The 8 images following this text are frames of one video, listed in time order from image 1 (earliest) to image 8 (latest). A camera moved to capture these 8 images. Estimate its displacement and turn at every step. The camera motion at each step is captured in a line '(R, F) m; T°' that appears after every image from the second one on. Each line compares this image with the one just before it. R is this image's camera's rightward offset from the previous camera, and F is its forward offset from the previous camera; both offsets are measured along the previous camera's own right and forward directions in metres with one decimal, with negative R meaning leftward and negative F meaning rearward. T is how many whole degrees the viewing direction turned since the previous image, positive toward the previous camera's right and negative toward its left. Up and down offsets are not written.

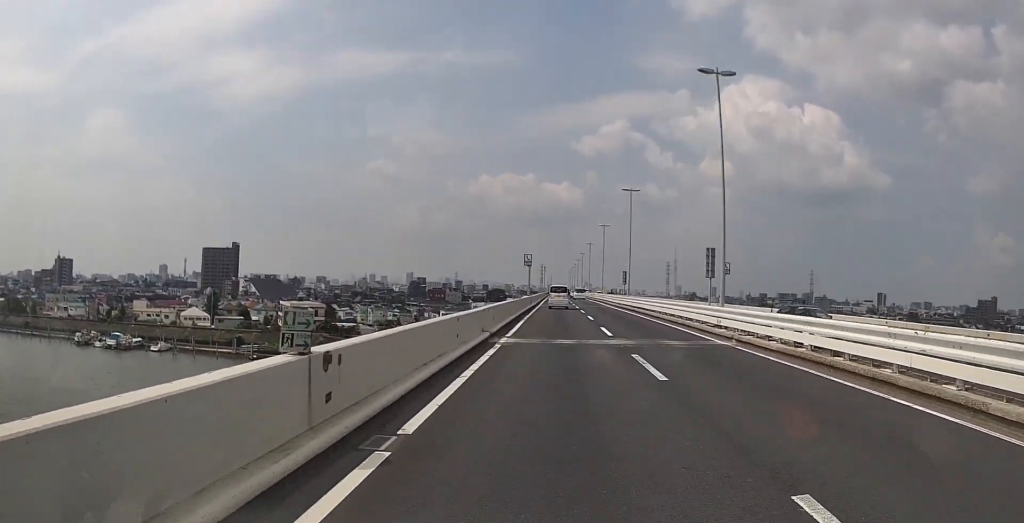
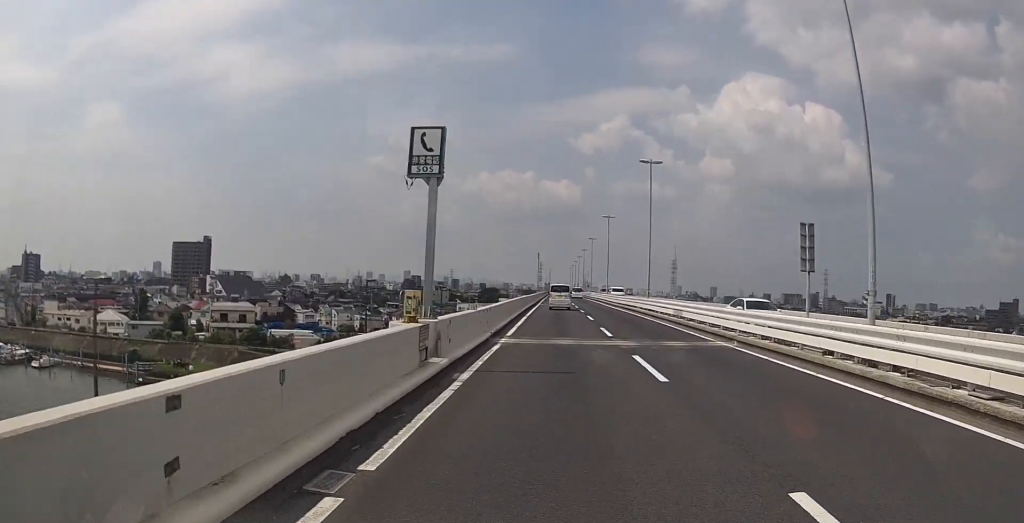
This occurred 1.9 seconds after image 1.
(0.0, +39.7) m; 0°
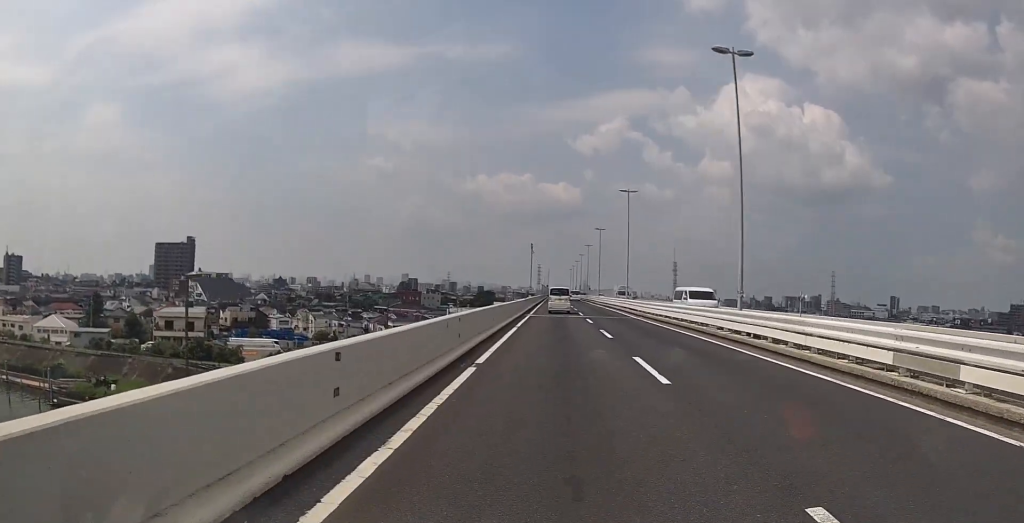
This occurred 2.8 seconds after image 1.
(0.0, +20.5) m; 0°
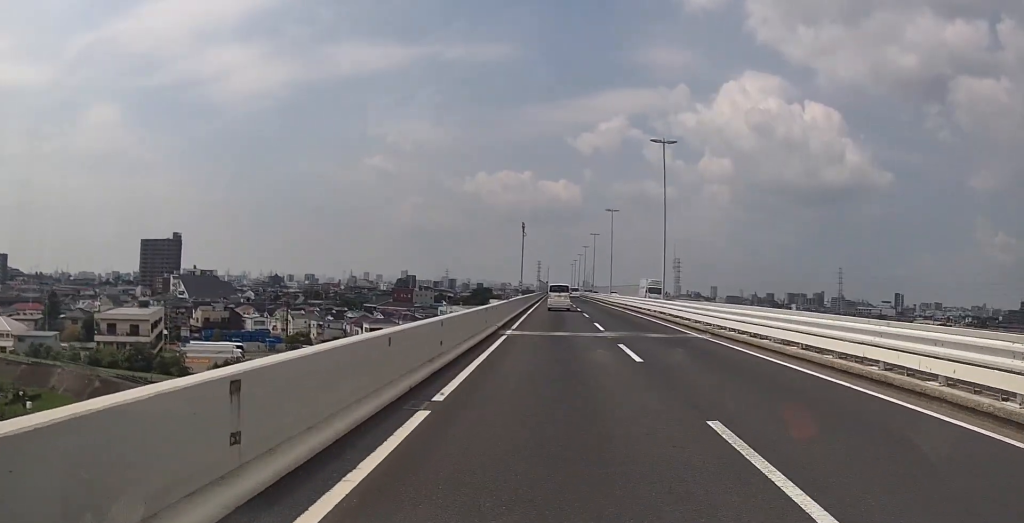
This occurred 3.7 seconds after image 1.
(0.0, +17.7) m; 0°
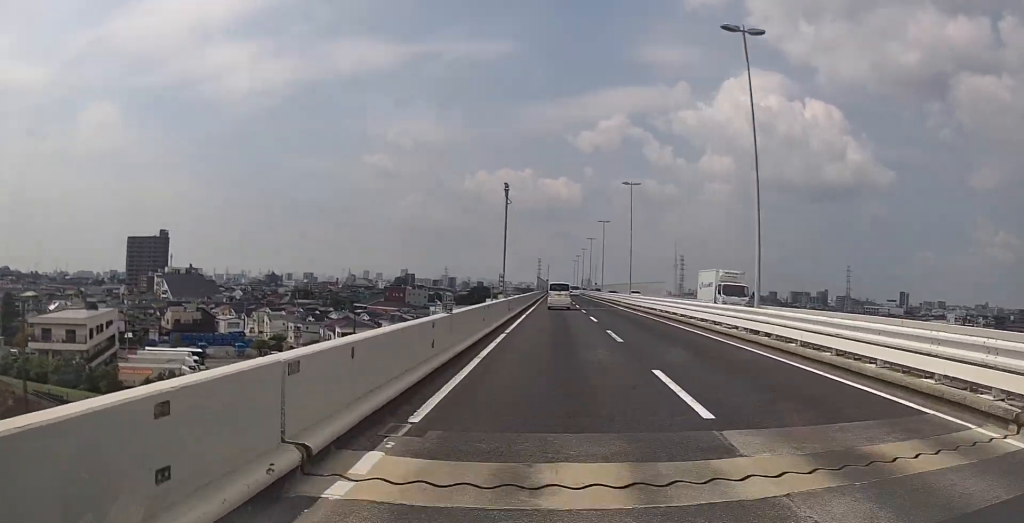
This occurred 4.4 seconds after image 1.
(0.0, +16.2) m; 0°
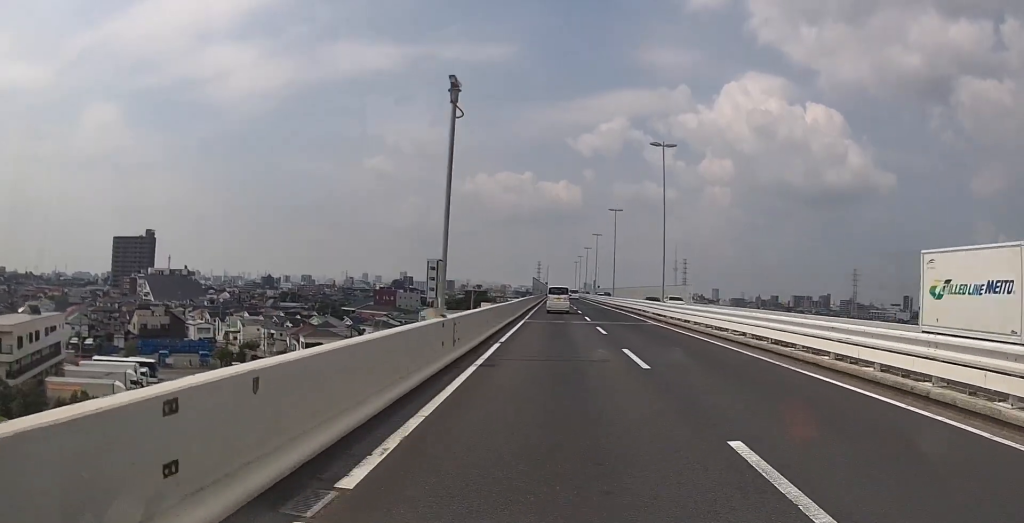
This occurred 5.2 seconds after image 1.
(-0.1, +15.3) m; +1°
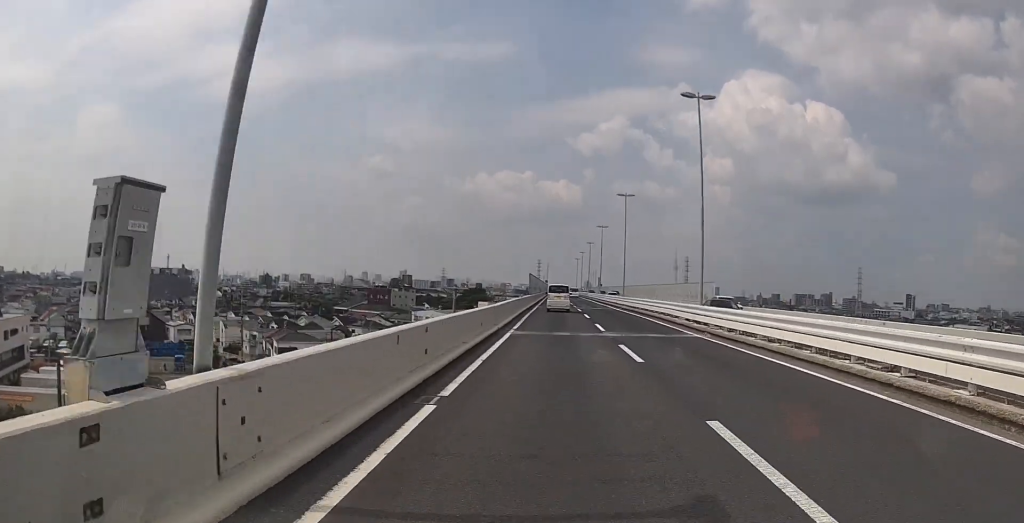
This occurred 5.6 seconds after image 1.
(+0.3, +8.8) m; 0°
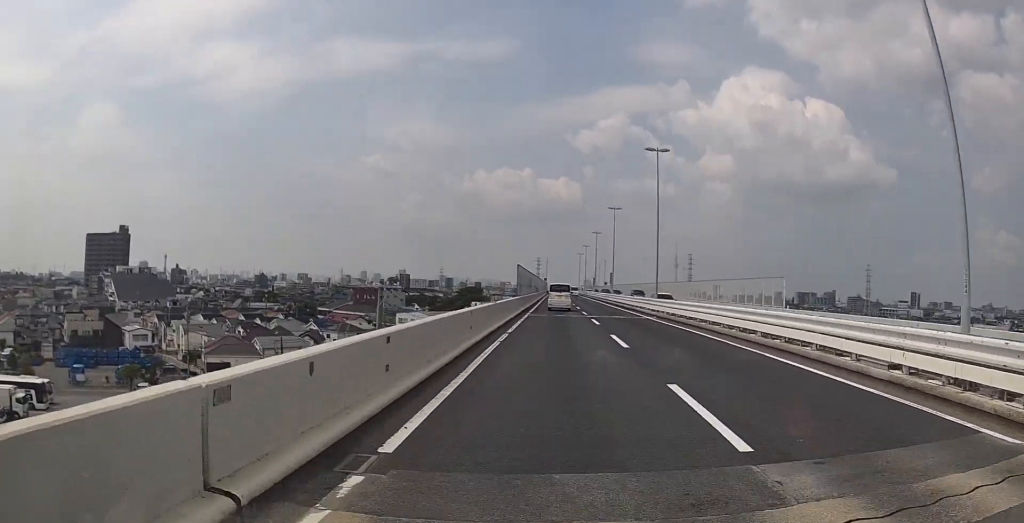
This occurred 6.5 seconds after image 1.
(+0.2, +17.4) m; 0°
